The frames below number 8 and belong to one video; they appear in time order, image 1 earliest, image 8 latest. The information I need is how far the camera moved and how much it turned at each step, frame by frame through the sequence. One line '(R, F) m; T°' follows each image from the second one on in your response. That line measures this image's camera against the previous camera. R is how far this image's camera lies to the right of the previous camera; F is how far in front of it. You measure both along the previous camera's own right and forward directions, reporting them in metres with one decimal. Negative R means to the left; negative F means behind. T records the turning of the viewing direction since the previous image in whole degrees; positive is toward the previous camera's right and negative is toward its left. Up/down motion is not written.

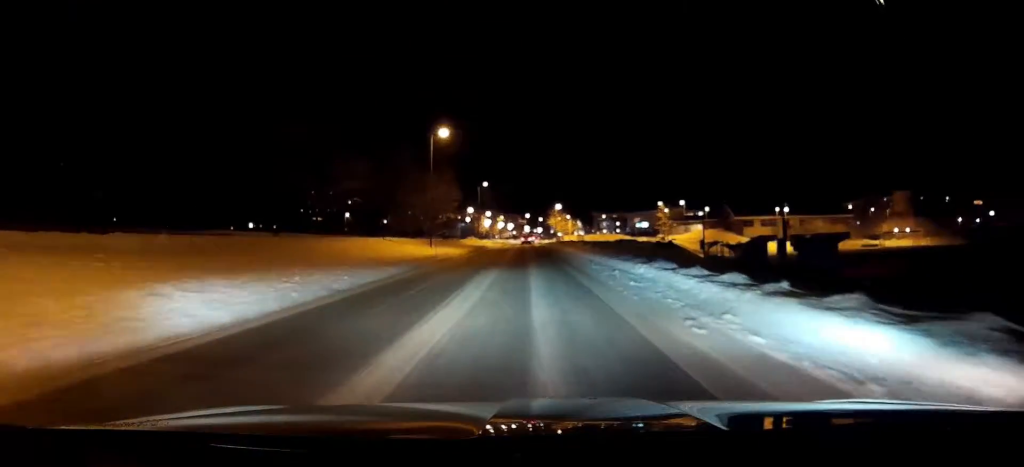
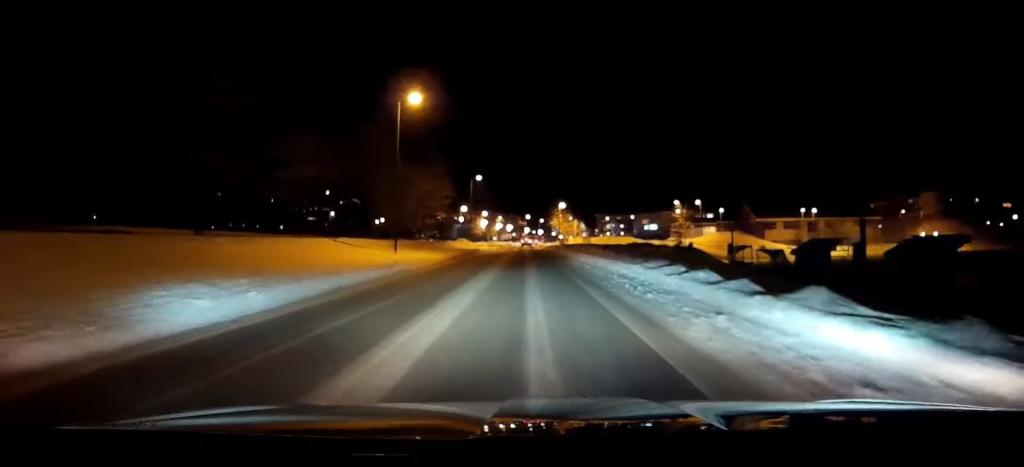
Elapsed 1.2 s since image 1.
(0.0, +11.0) m; 0°
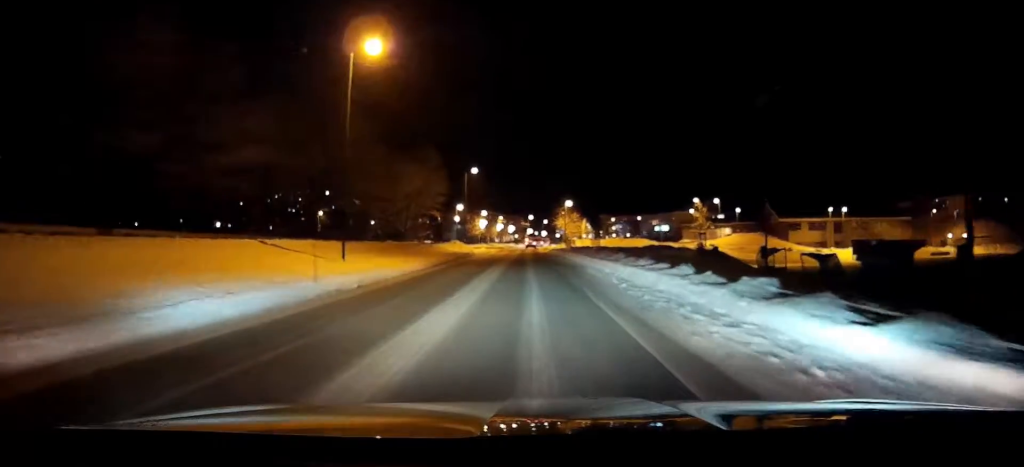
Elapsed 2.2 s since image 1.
(+0.1, +9.2) m; 0°
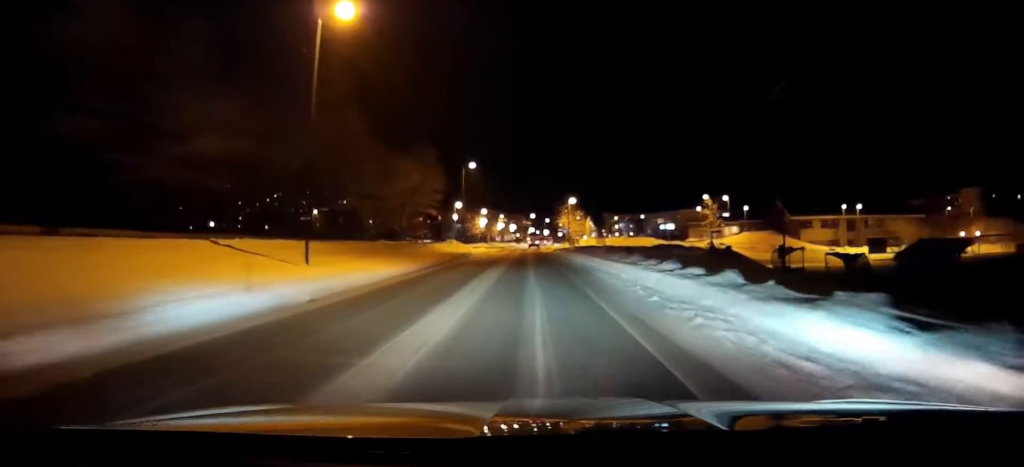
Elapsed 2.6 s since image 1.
(0.0, +3.9) m; 0°
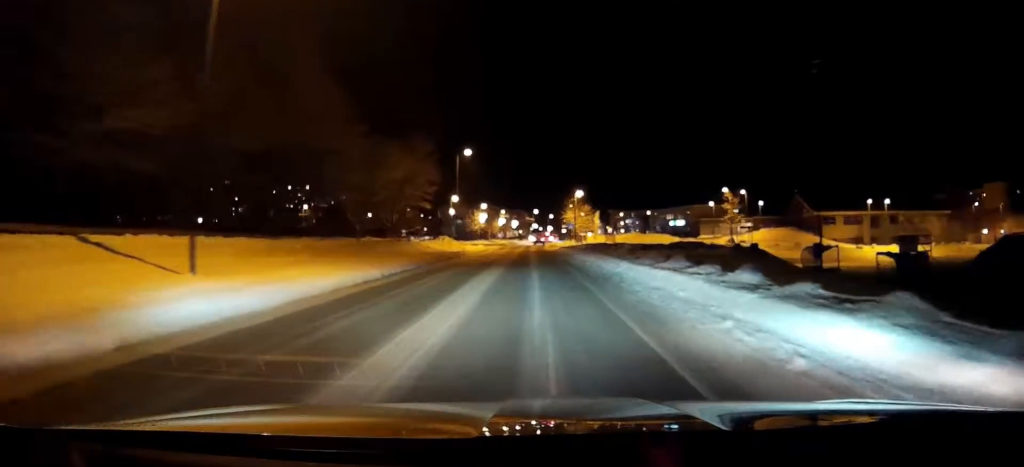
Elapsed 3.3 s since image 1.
(0.0, +6.8) m; 0°
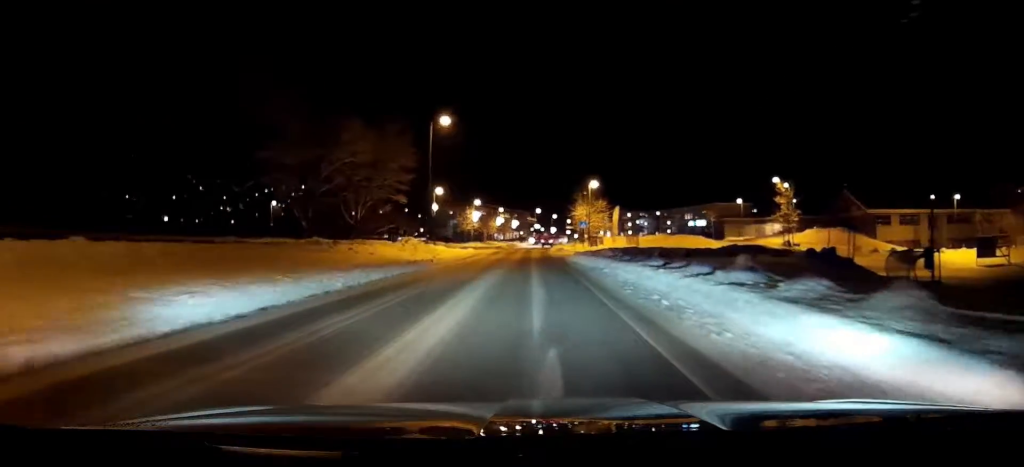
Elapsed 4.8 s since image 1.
(0.0, +15.0) m; 0°
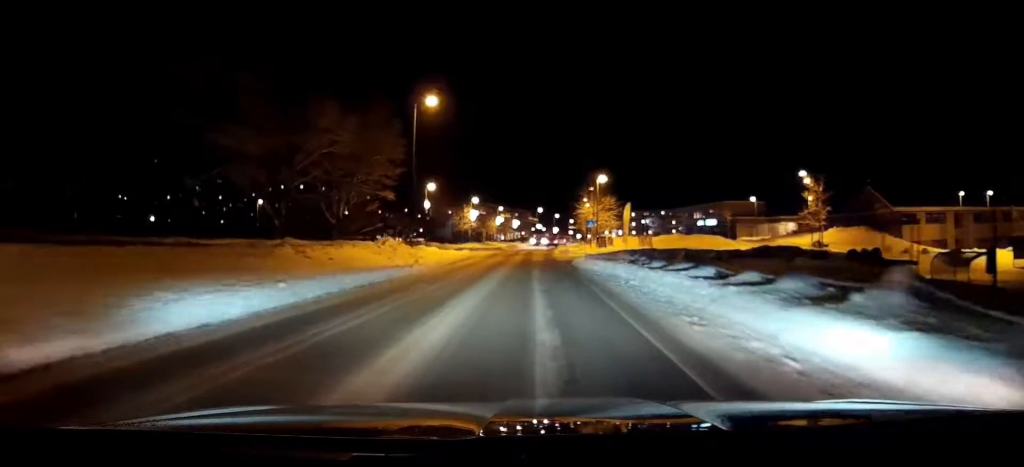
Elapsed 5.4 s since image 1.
(0.0, +5.7) m; 0°
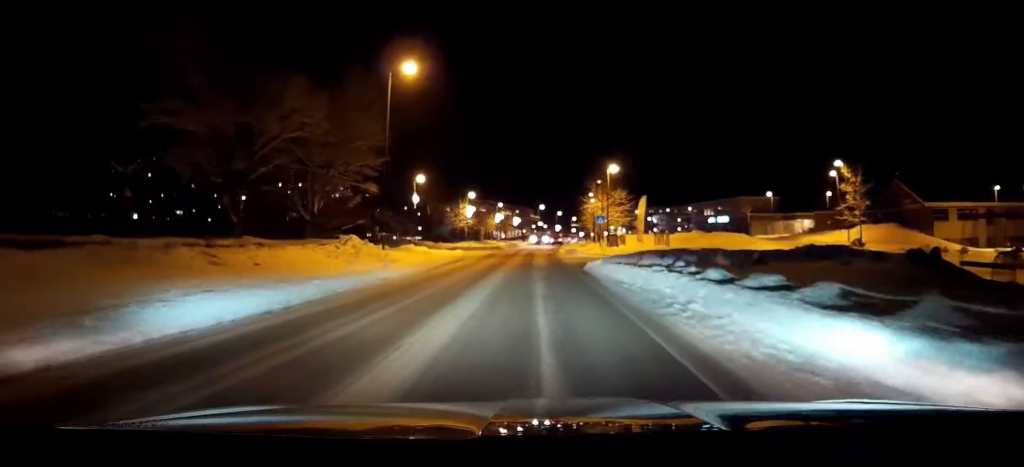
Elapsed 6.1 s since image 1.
(0.0, +6.2) m; -1°
